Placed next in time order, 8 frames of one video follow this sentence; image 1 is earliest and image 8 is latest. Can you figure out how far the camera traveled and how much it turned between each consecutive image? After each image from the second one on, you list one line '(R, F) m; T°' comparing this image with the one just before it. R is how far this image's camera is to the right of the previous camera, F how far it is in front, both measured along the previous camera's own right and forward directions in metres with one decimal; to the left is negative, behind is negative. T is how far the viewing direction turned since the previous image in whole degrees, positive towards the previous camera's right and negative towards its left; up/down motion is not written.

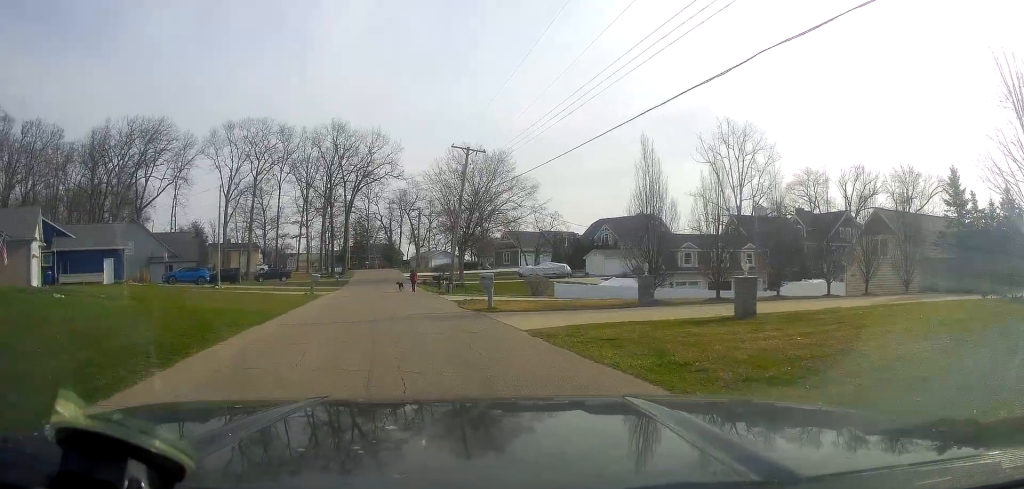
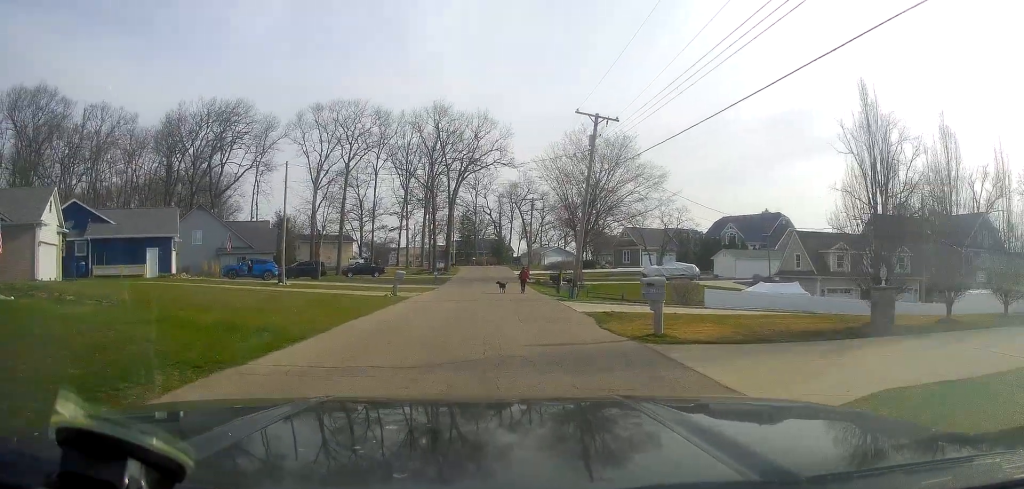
(-1.3, +8.5) m; -12°
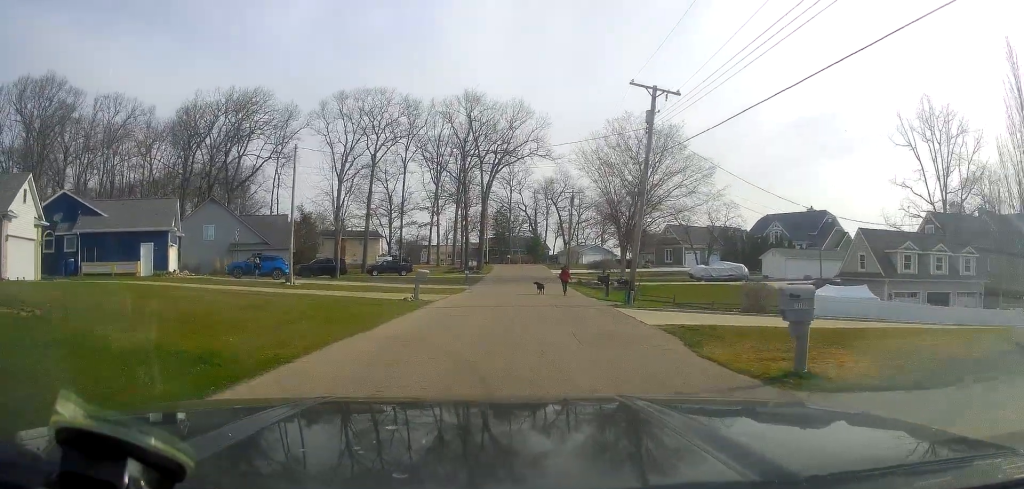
(-0.2, +5.2) m; -3°
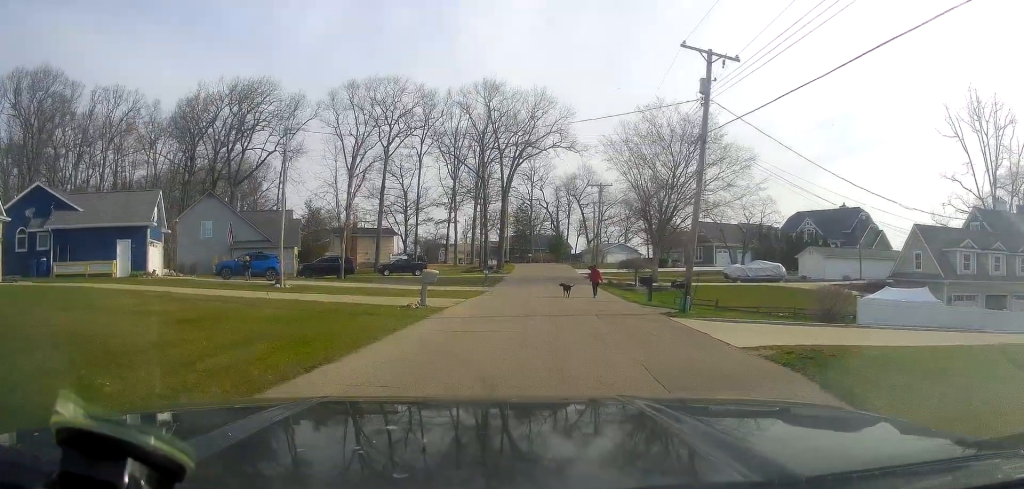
(-0.1, +5.0) m; -3°
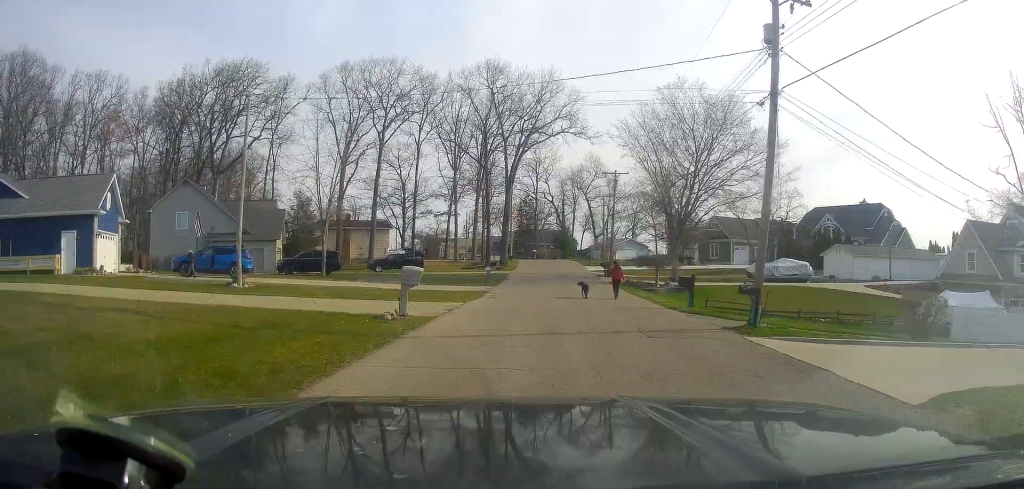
(-0.2, +5.6) m; -1°
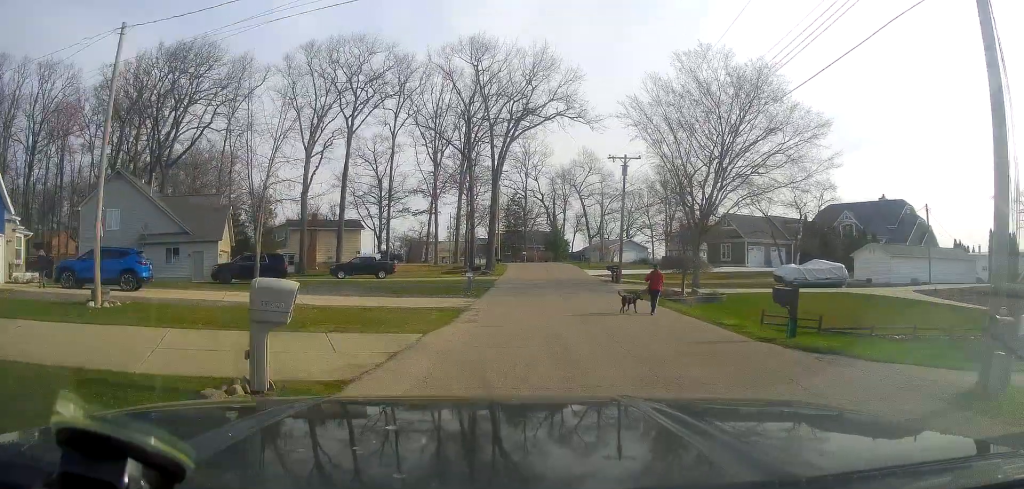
(+0.6, +9.0) m; +5°
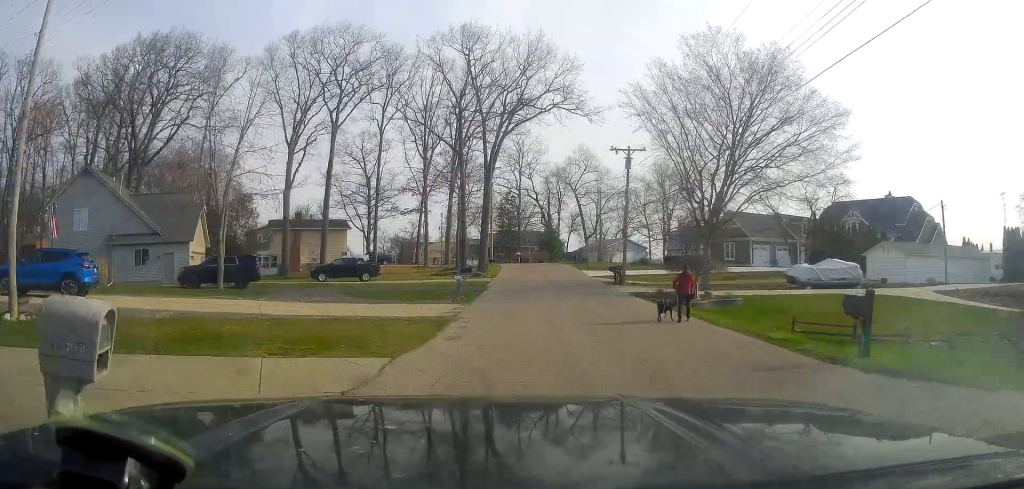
(+0.1, +3.4) m; 0°
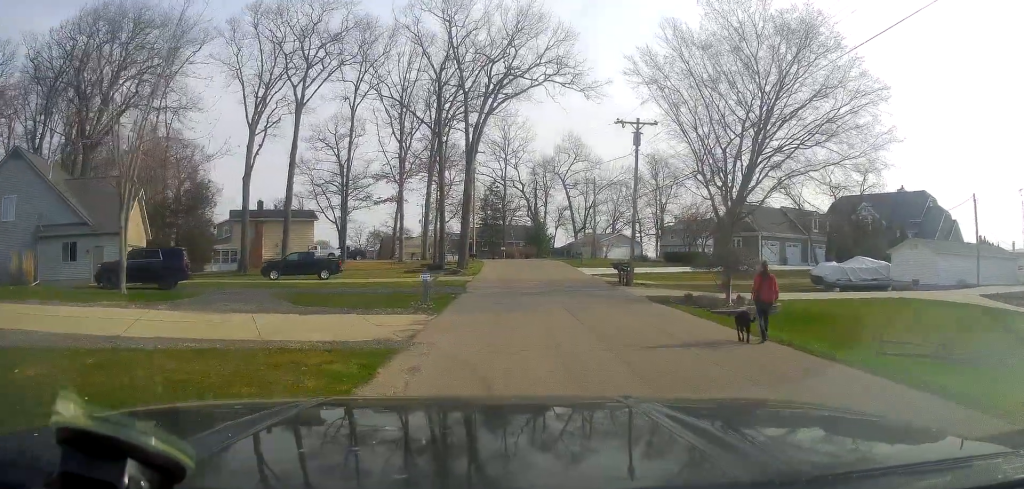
(-0.4, +6.8) m; -1°
